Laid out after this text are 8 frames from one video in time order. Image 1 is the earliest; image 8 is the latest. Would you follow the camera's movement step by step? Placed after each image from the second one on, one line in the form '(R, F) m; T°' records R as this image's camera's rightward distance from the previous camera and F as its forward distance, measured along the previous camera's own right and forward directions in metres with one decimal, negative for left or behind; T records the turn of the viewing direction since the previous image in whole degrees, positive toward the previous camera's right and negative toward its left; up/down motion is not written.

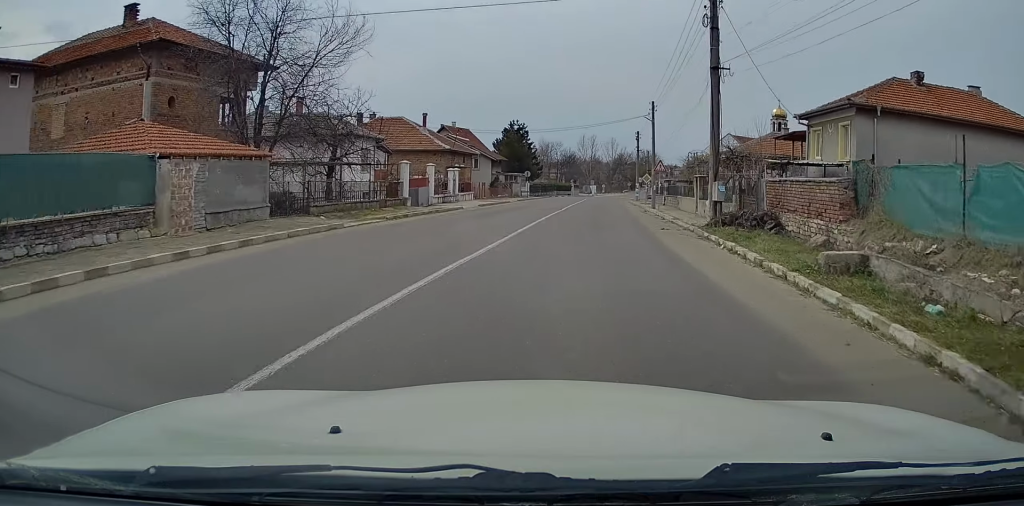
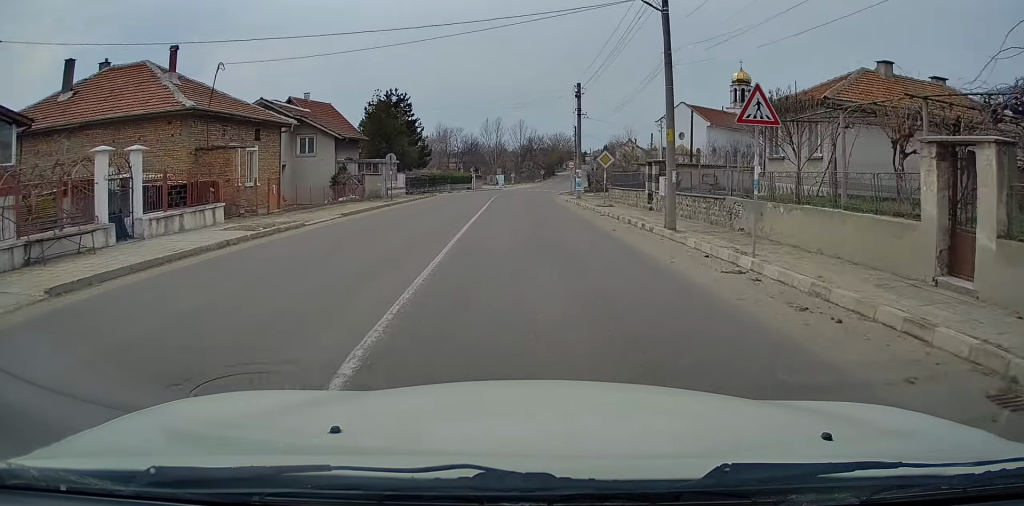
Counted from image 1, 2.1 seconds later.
(+2.6, +27.6) m; +7°
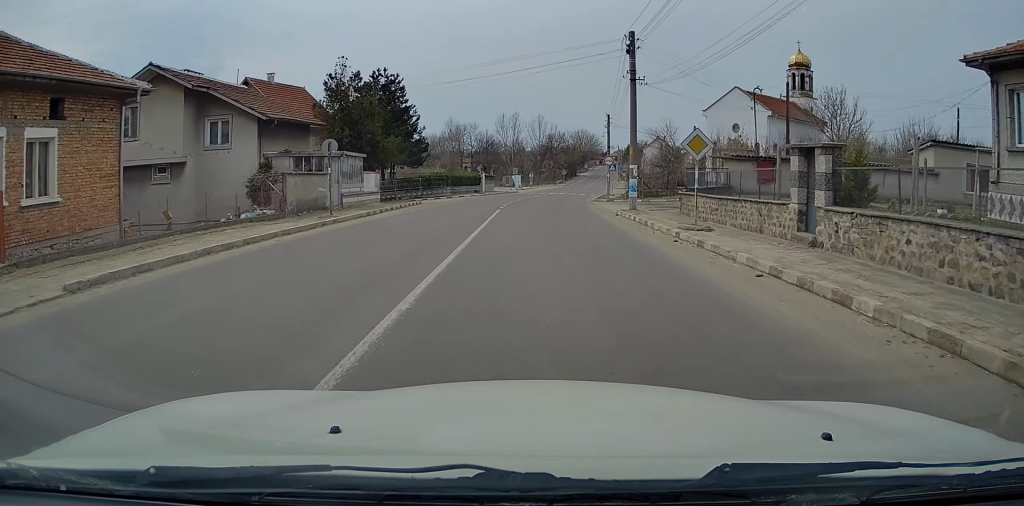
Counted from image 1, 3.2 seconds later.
(-0.2, +14.9) m; 0°
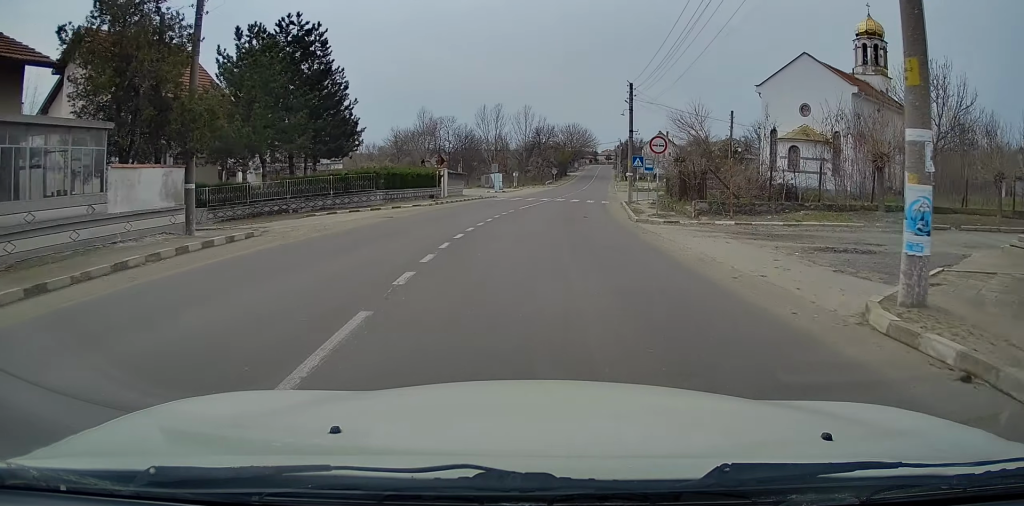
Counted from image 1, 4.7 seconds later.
(+0.4, +20.6) m; +2°
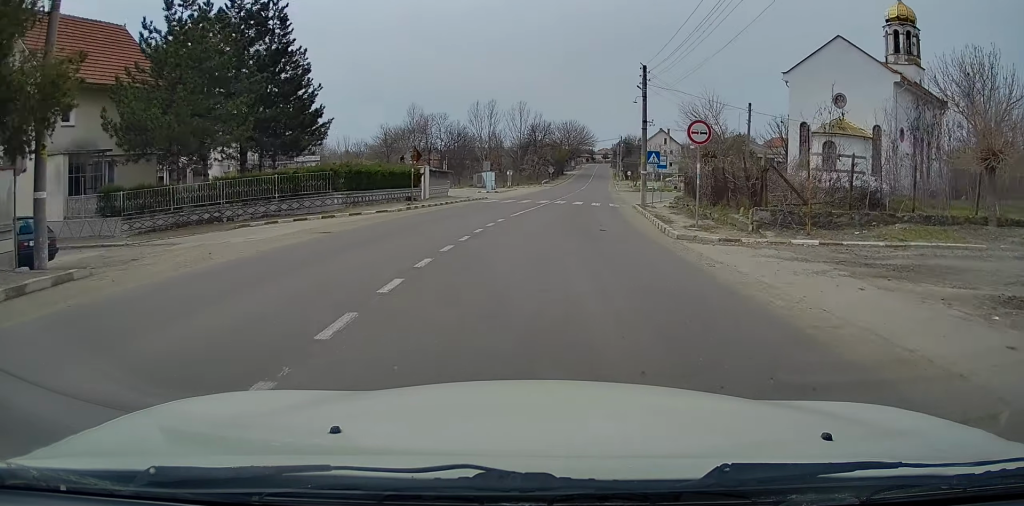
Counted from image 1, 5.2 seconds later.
(0.0, +6.4) m; +1°
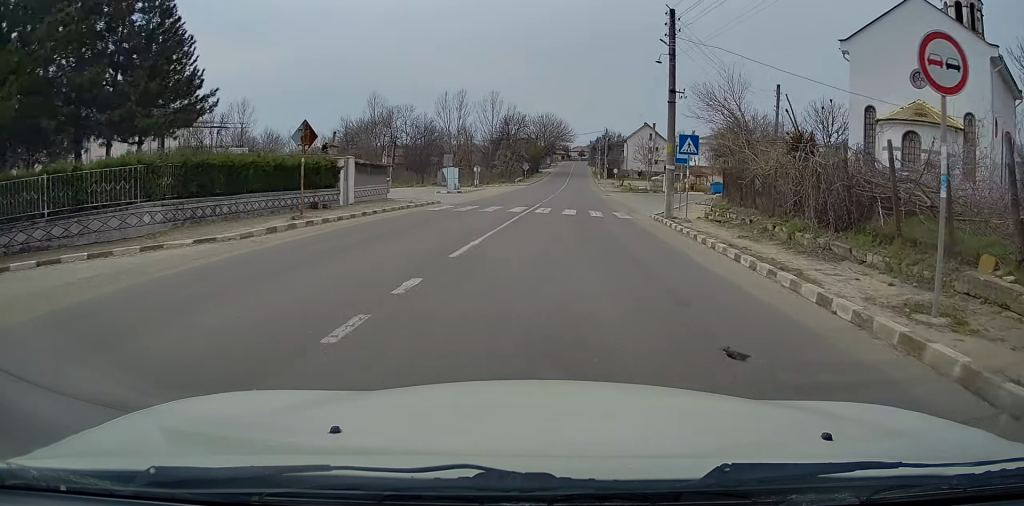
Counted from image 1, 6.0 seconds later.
(0.0, +12.0) m; +2°
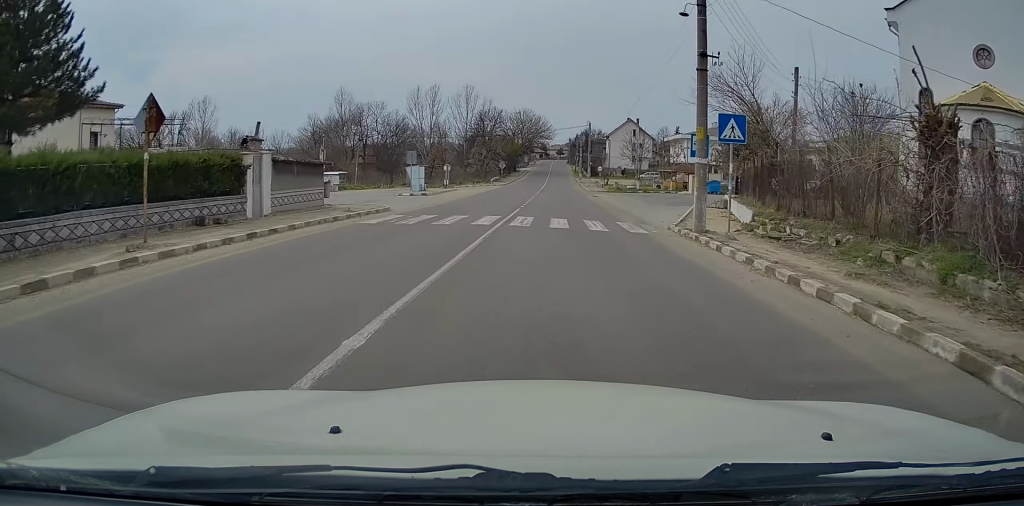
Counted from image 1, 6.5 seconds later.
(+0.1, +7.0) m; +1°
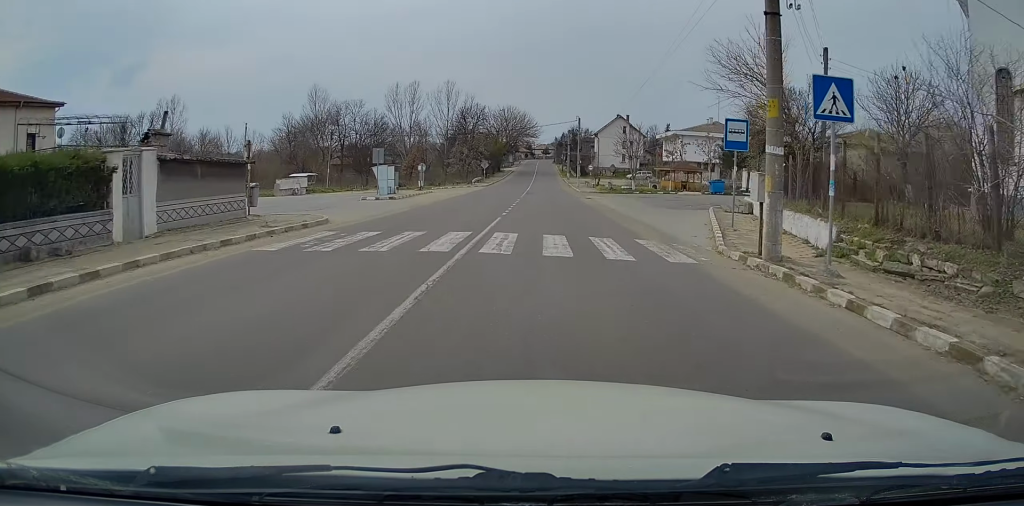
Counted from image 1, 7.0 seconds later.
(0.0, +6.0) m; +1°
